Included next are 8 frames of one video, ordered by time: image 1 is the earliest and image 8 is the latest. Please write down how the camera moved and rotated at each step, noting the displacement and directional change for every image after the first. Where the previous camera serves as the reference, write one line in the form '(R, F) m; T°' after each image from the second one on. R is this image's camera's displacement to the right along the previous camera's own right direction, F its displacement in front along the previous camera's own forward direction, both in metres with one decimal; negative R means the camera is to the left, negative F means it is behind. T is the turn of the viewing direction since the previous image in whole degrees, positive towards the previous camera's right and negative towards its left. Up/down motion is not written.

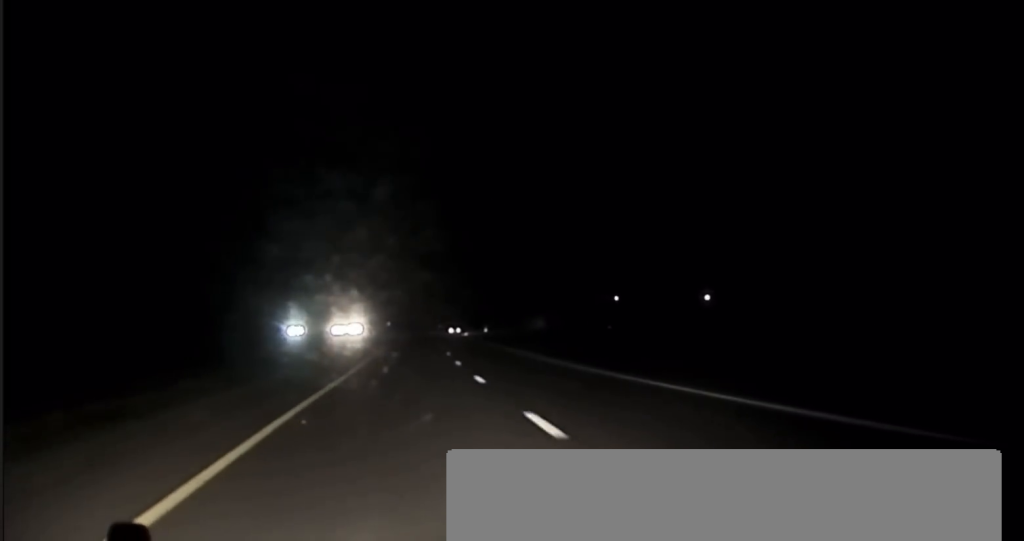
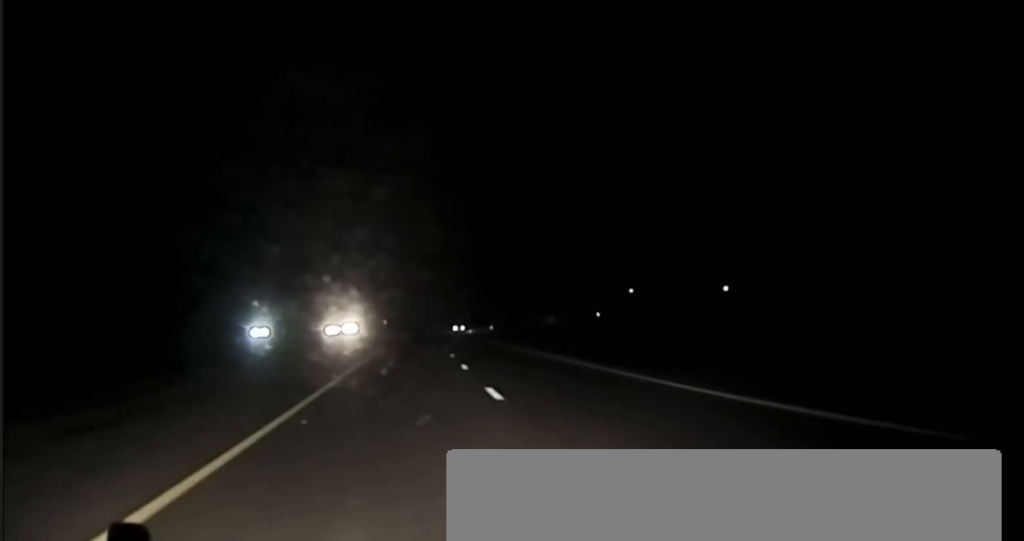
(-0.2, +18.5) m; 0°
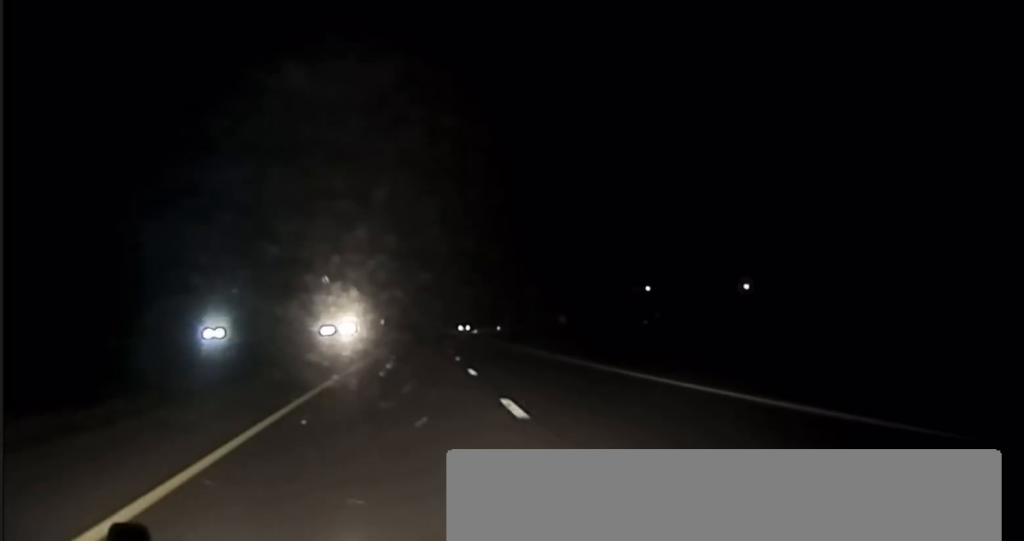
(0.0, +16.4) m; 0°
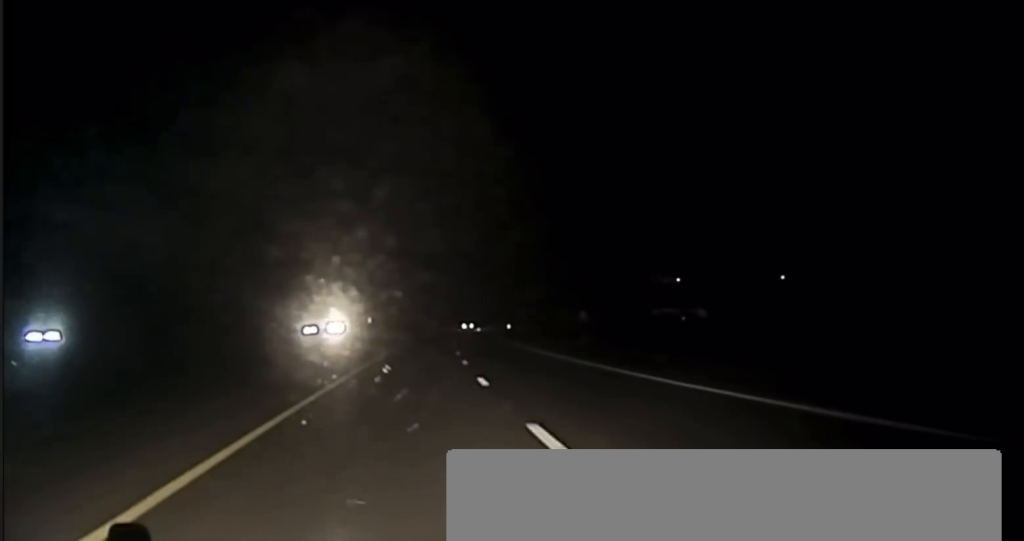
(+0.5, +28.5) m; +1°
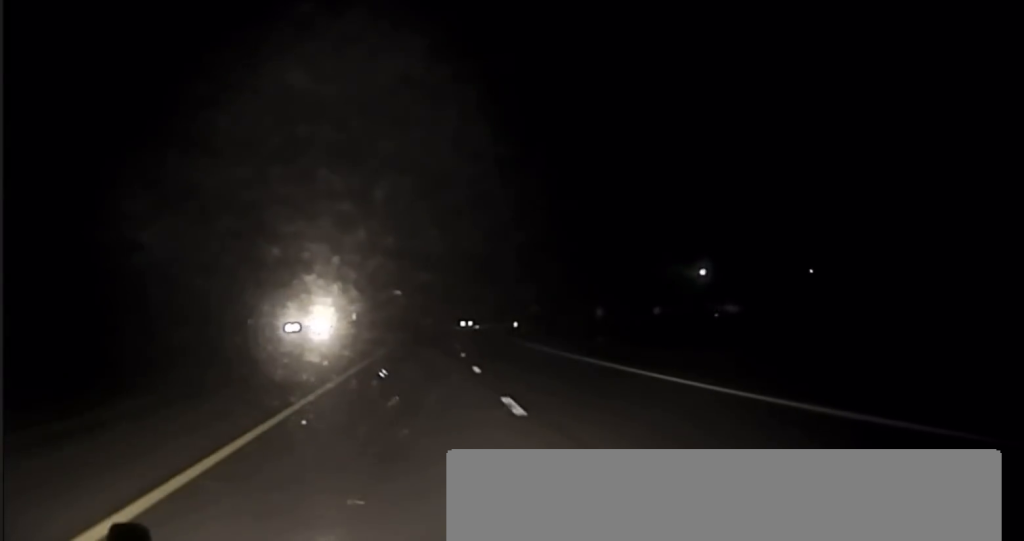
(-0.2, +20.0) m; 0°
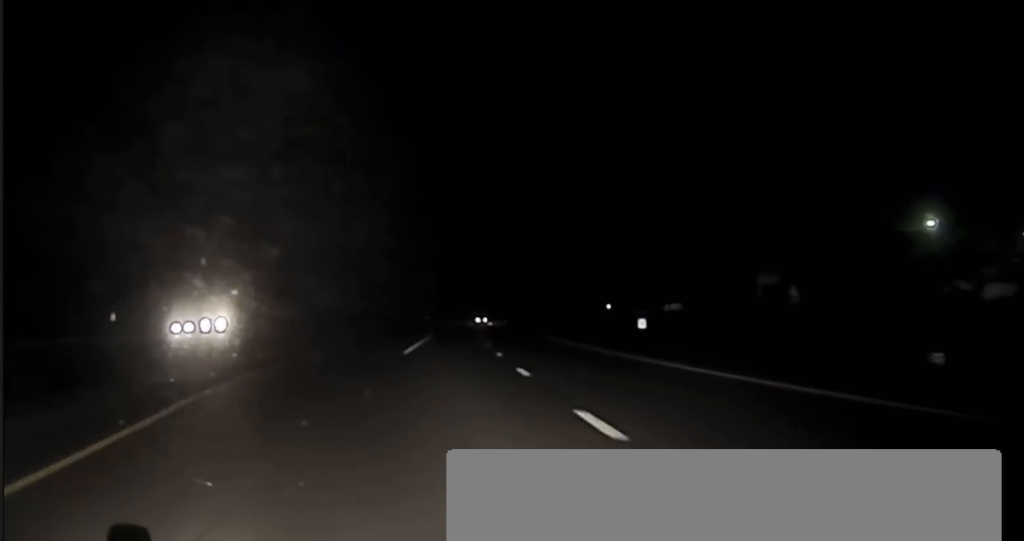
(+0.3, +74.1) m; -1°
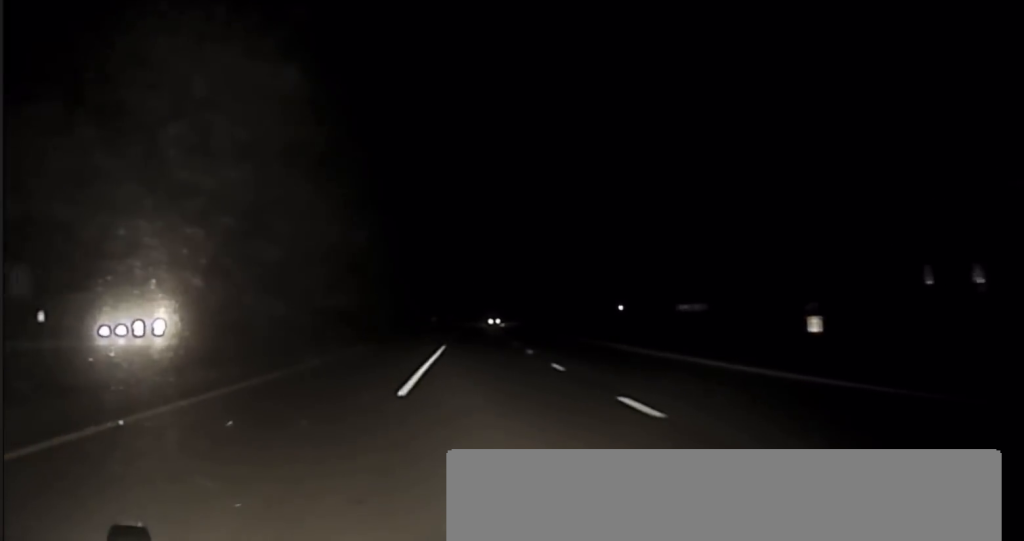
(-0.1, +21.6) m; +1°
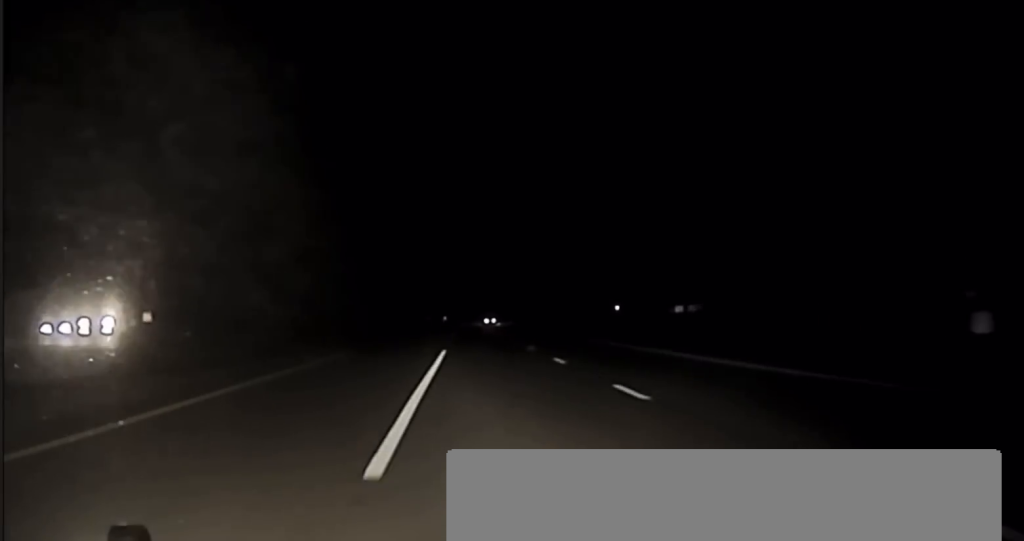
(-0.2, +9.4) m; +1°
